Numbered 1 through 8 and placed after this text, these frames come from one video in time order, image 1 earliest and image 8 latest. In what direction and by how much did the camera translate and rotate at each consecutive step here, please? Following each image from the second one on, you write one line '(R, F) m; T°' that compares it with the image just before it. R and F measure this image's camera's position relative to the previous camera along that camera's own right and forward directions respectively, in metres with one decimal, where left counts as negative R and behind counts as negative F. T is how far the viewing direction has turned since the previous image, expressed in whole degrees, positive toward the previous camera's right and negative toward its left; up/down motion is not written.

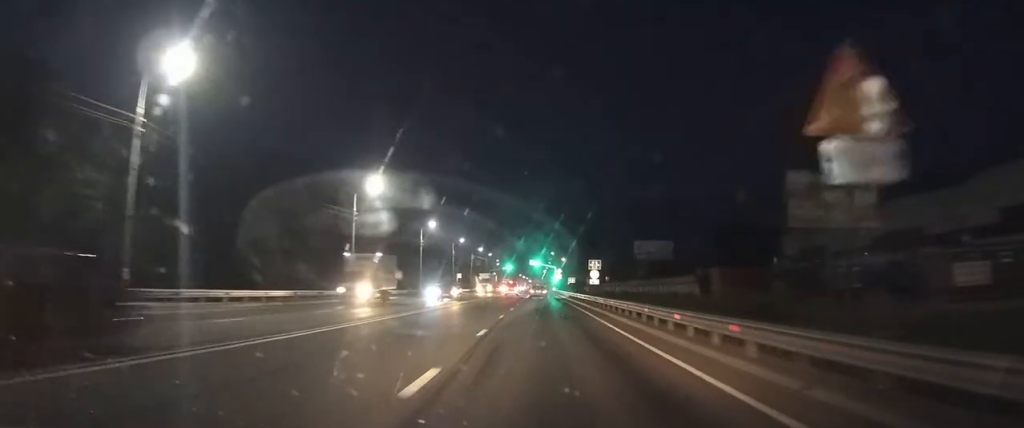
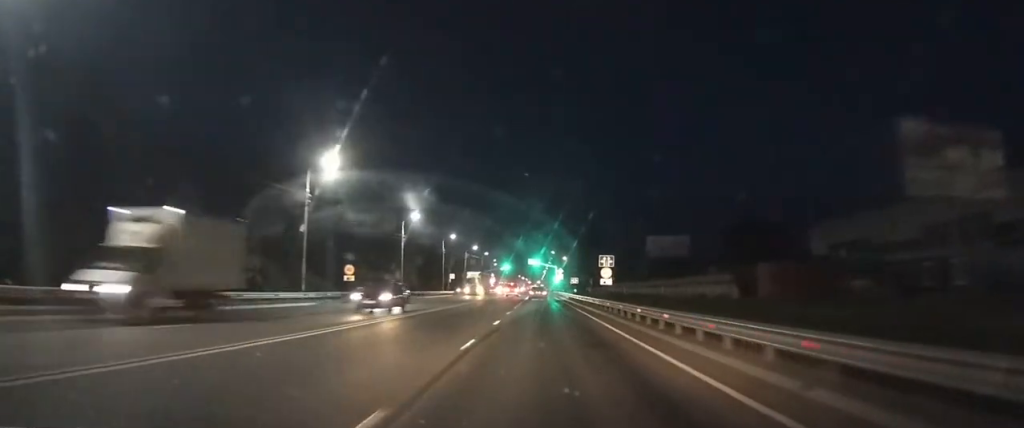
(0.0, +11.2) m; 0°
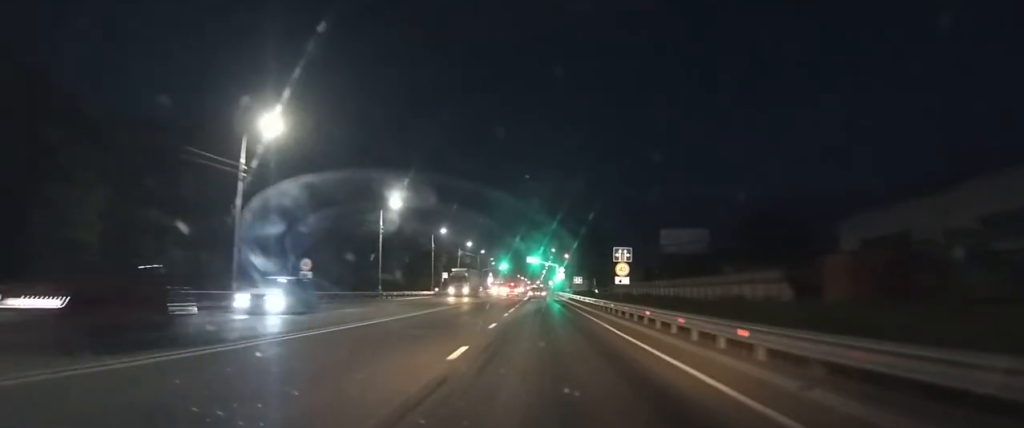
(0.0, +10.2) m; 0°
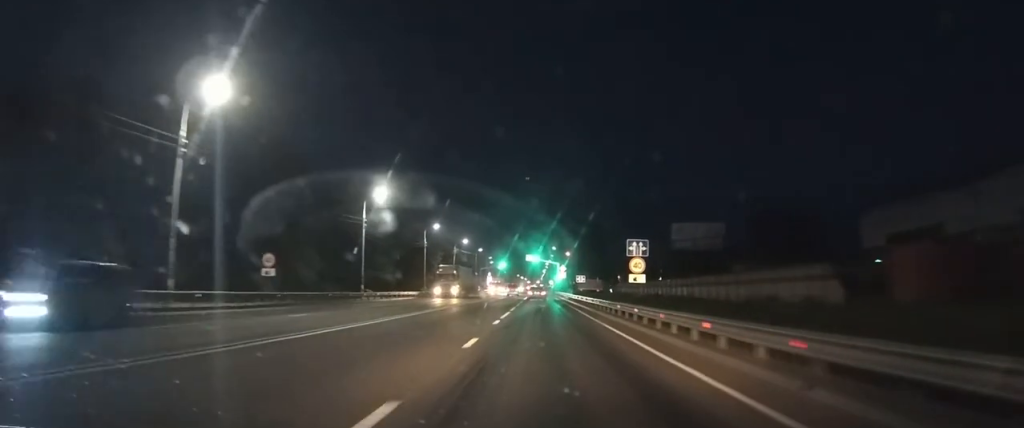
(0.0, +6.5) m; 0°
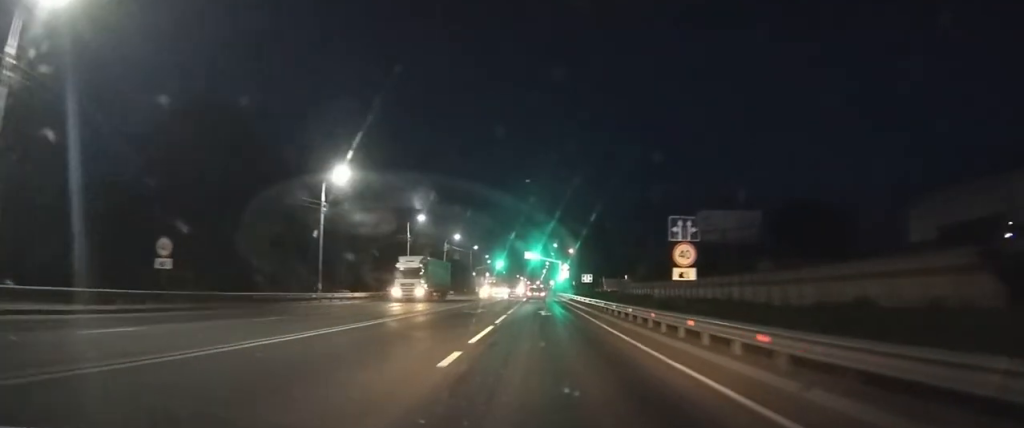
(0.0, +11.1) m; 0°
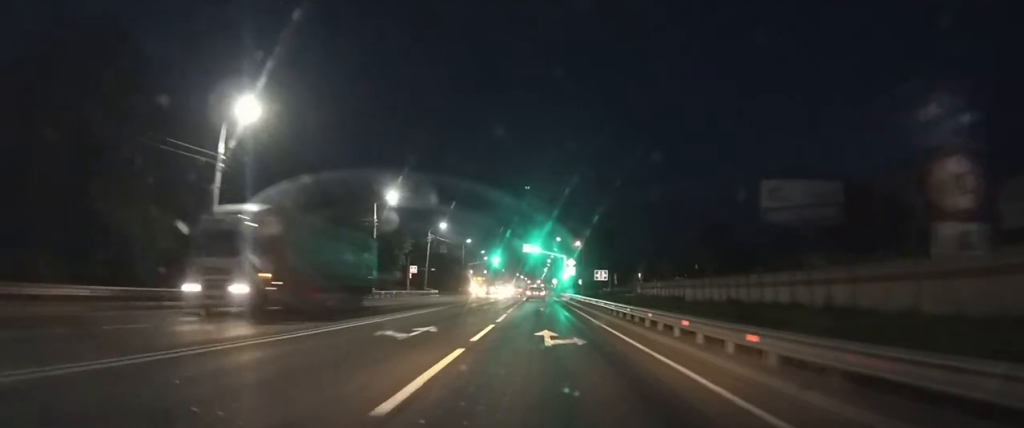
(-0.1, +13.7) m; 0°
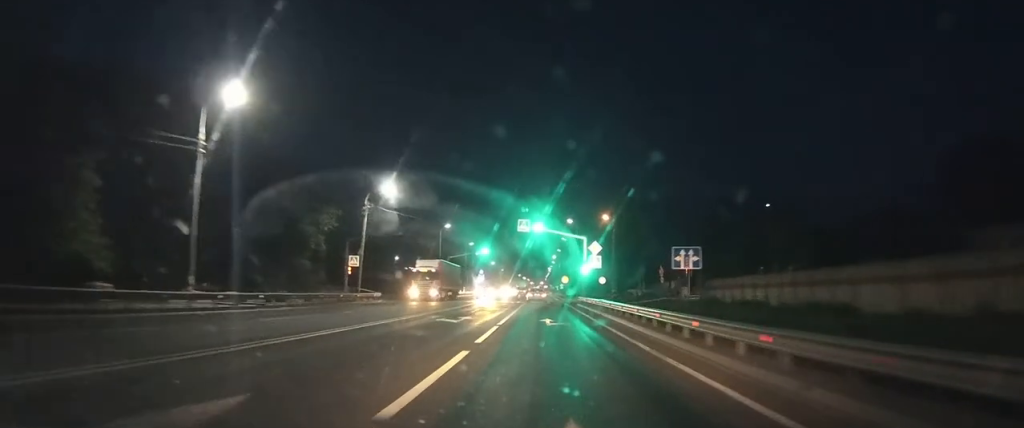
(0.0, +26.7) m; 0°
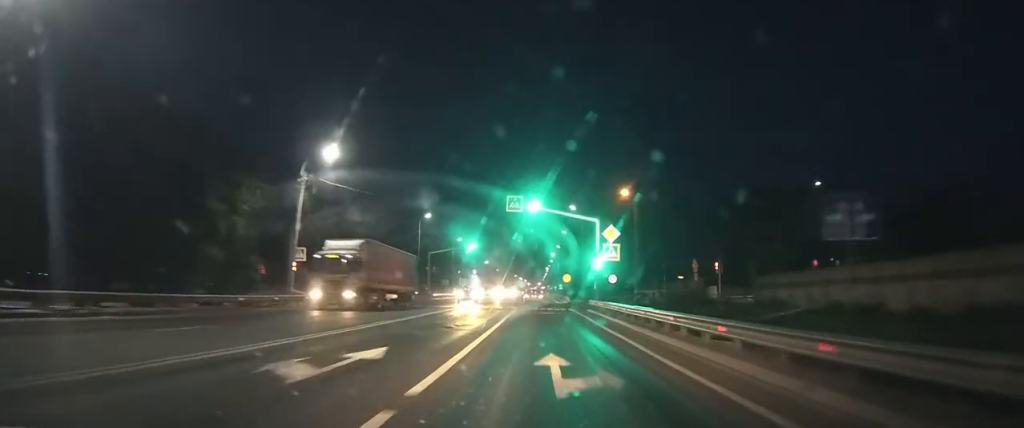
(0.0, +14.8) m; 0°
